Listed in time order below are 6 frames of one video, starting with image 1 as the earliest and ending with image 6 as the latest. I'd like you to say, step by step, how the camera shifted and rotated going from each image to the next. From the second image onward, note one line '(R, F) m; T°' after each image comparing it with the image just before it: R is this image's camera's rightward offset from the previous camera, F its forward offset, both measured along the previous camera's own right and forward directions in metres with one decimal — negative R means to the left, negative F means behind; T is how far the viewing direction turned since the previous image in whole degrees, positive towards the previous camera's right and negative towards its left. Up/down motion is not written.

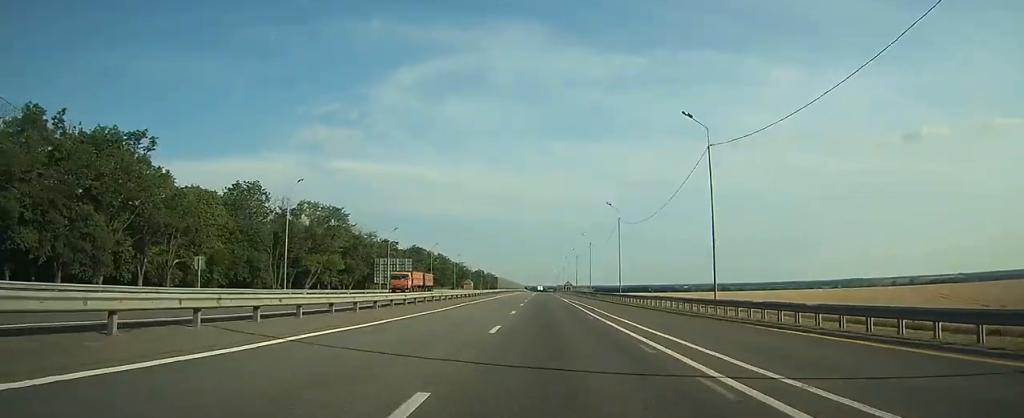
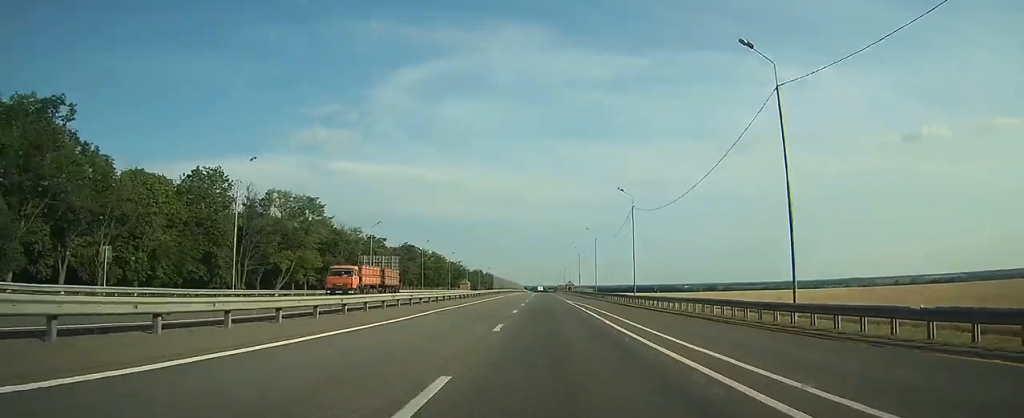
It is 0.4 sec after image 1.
(0.0, +10.5) m; 0°
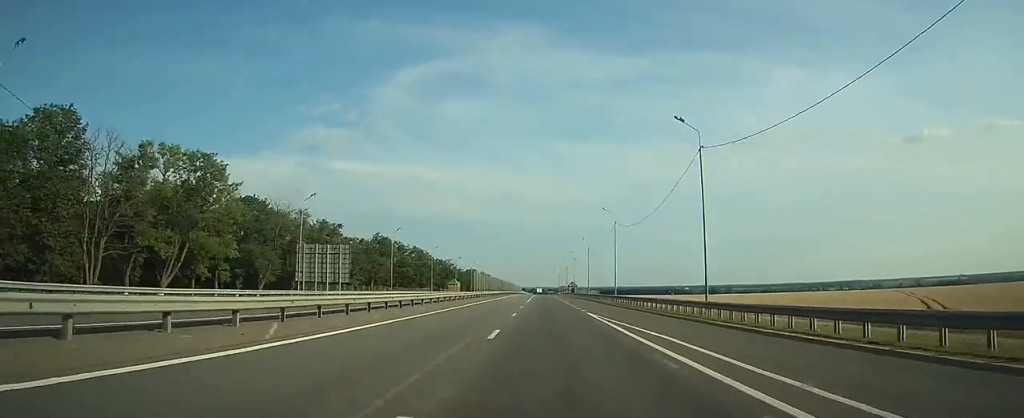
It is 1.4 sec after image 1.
(0.0, +26.5) m; 0°
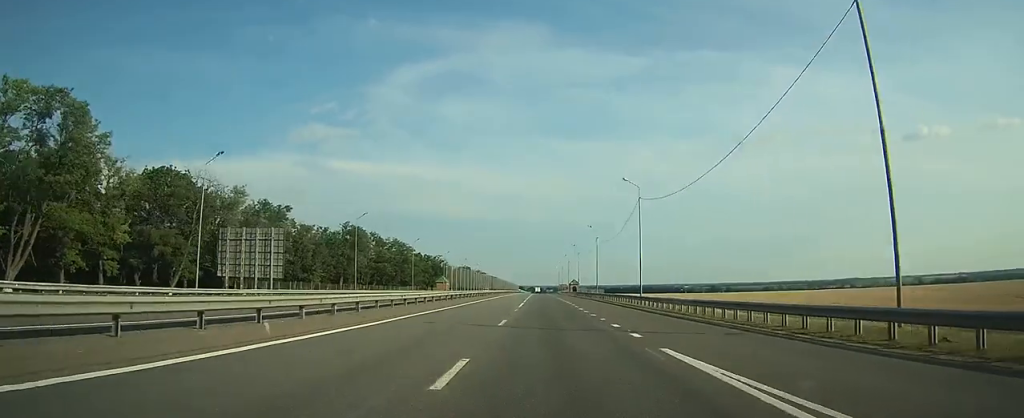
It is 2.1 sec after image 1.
(0.0, +19.5) m; 0°
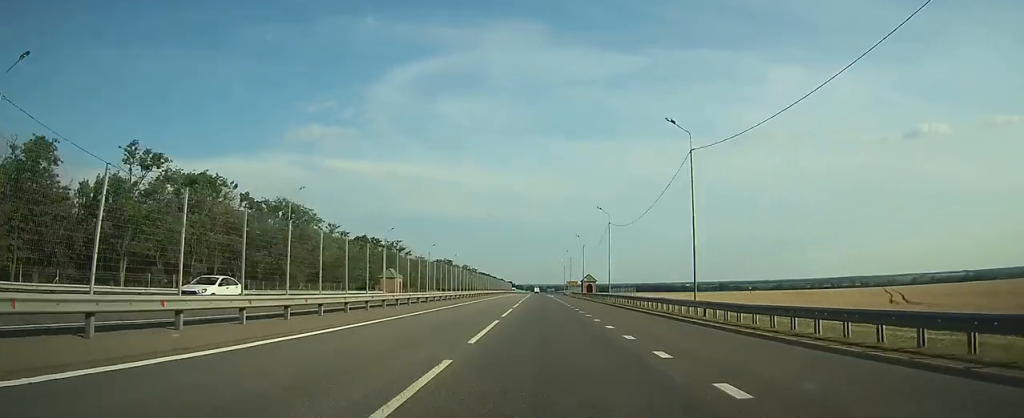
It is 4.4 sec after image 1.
(+0.2, +60.5) m; 0°
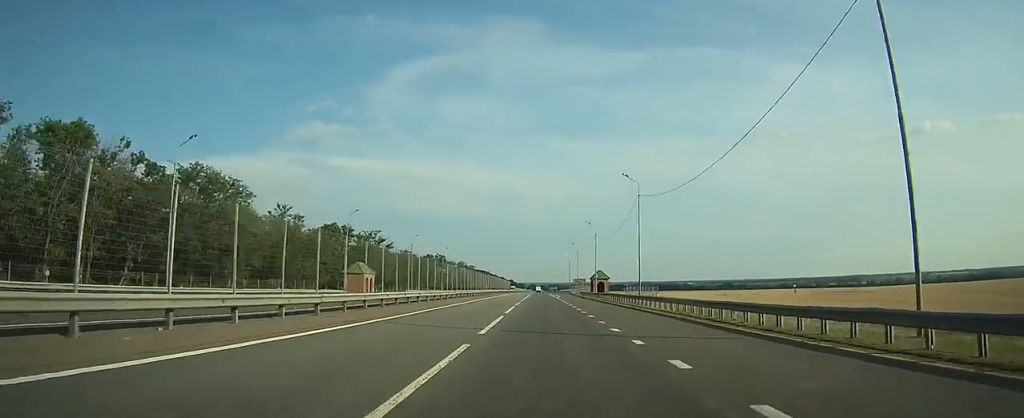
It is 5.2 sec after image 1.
(0.0, +21.4) m; 0°
